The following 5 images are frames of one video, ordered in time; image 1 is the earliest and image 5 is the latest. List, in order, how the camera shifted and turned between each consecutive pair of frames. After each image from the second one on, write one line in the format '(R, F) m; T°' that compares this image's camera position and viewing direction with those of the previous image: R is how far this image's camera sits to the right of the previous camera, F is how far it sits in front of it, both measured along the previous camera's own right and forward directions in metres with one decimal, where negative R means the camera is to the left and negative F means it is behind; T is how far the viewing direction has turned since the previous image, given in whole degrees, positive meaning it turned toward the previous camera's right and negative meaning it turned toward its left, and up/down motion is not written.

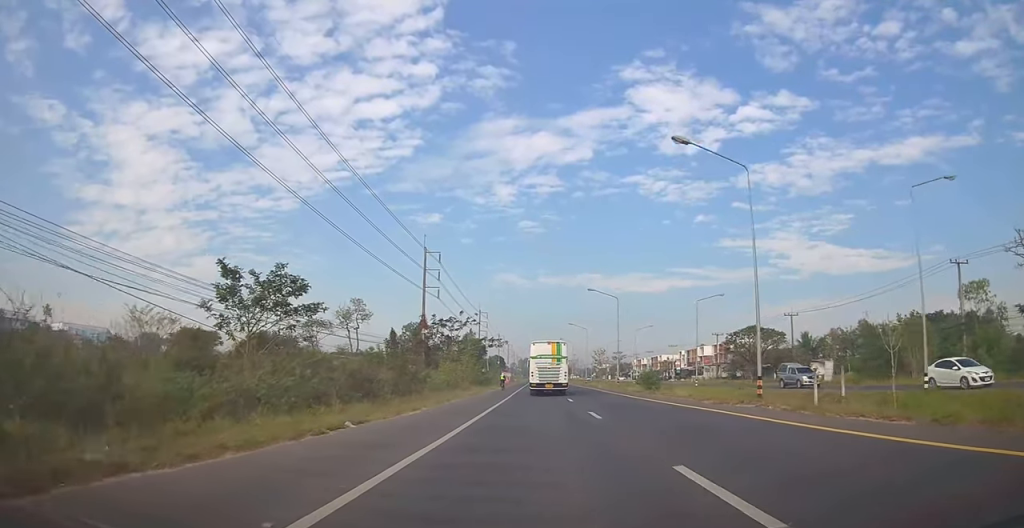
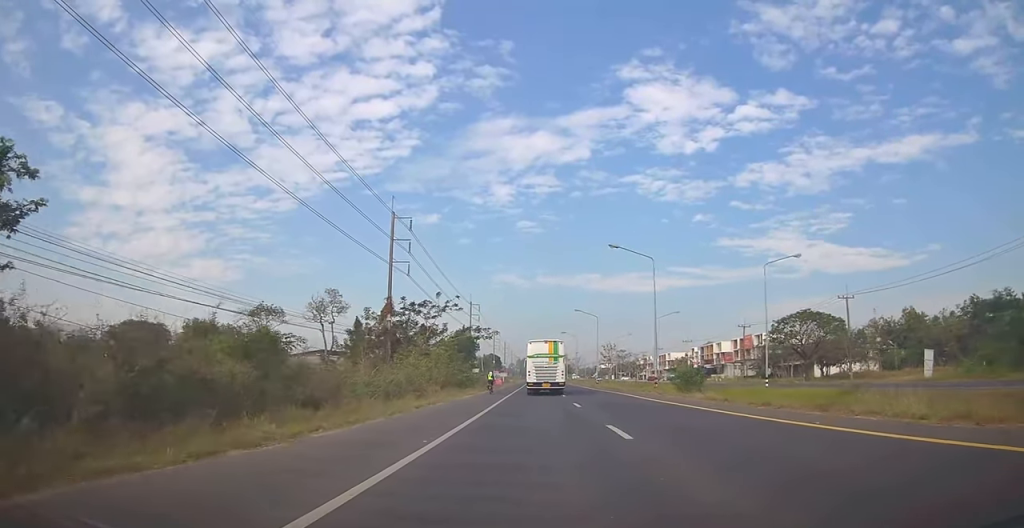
(+0.1, +17.8) m; +1°
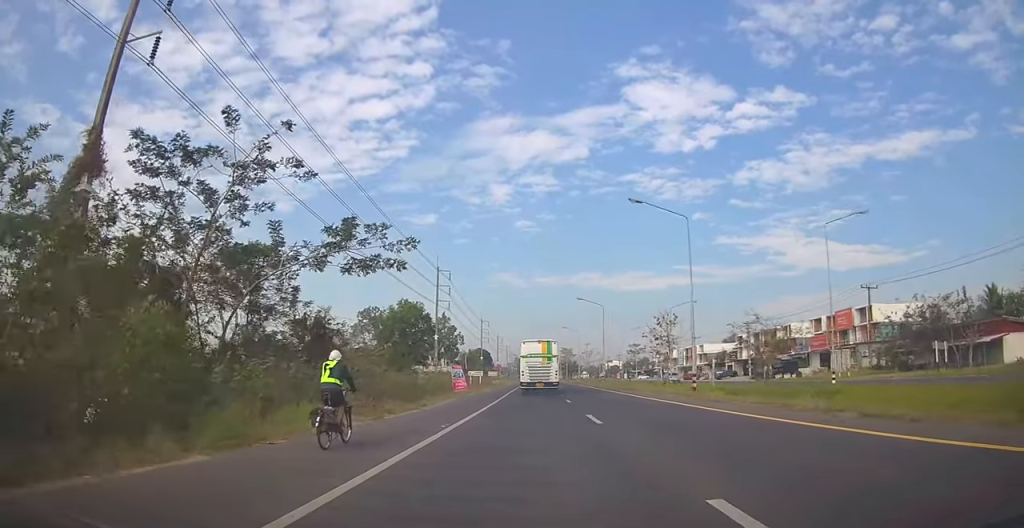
(-0.4, +45.9) m; -2°
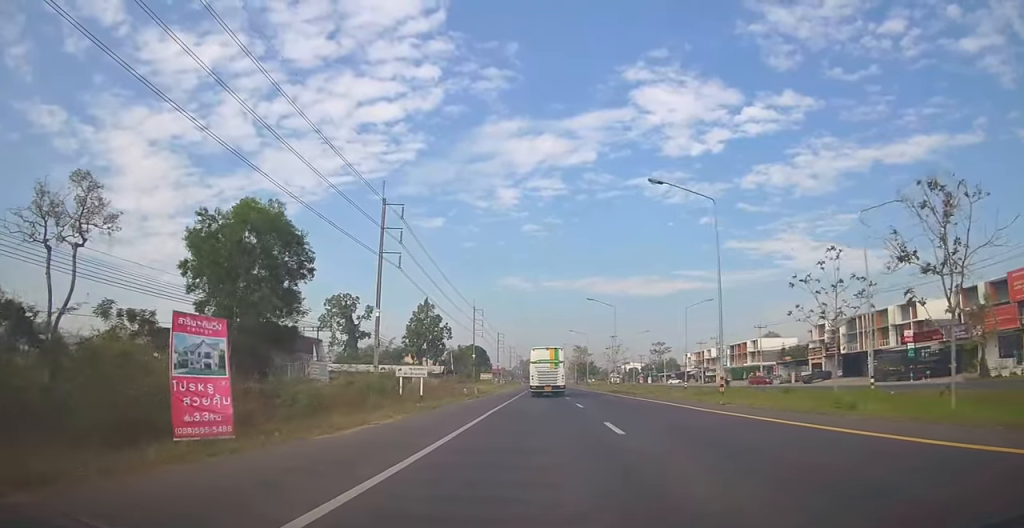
(-0.6, +40.5) m; -1°
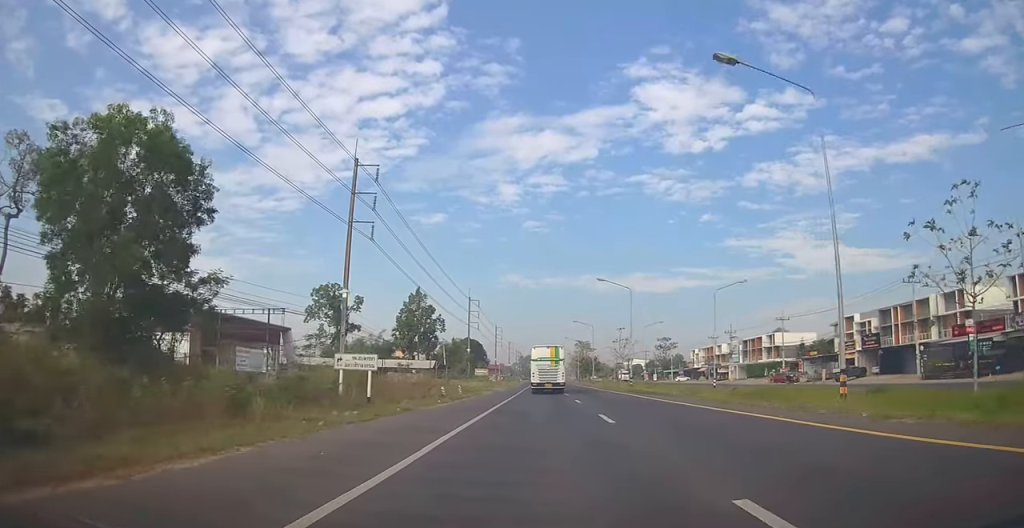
(-0.1, +10.4) m; 0°
